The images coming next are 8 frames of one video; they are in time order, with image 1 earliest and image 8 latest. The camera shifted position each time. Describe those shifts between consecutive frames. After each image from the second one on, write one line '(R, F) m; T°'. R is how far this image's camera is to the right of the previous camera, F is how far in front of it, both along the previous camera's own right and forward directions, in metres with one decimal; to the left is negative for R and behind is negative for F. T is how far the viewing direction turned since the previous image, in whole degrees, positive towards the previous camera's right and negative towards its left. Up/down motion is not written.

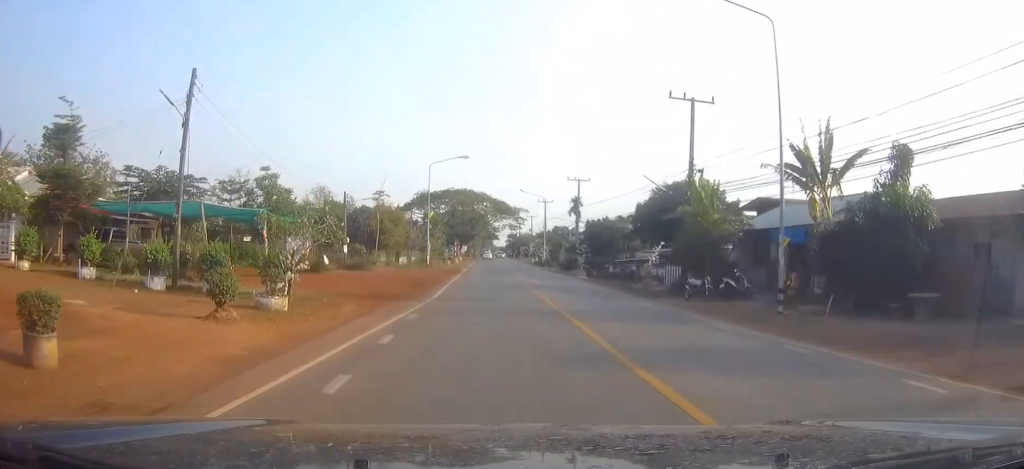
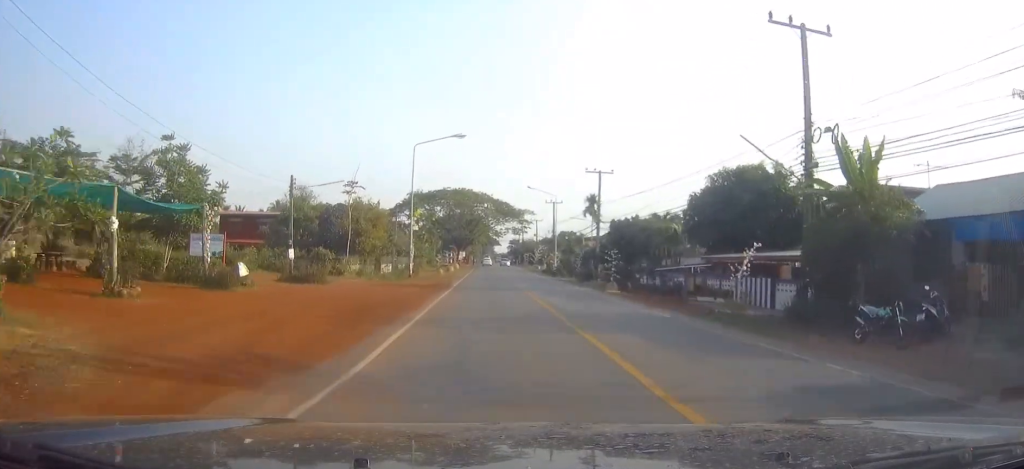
(-0.2, +14.1) m; -1°
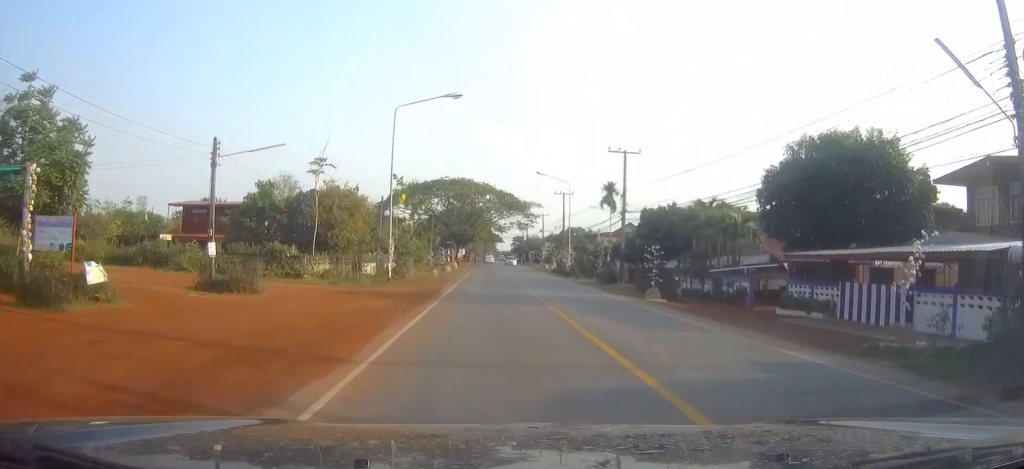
(0.0, +10.9) m; 0°
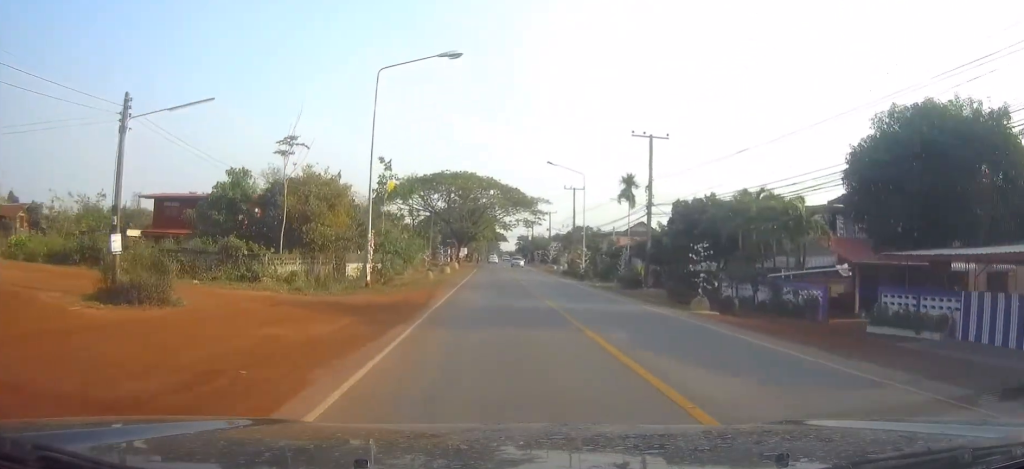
(0.0, +7.1) m; 0°
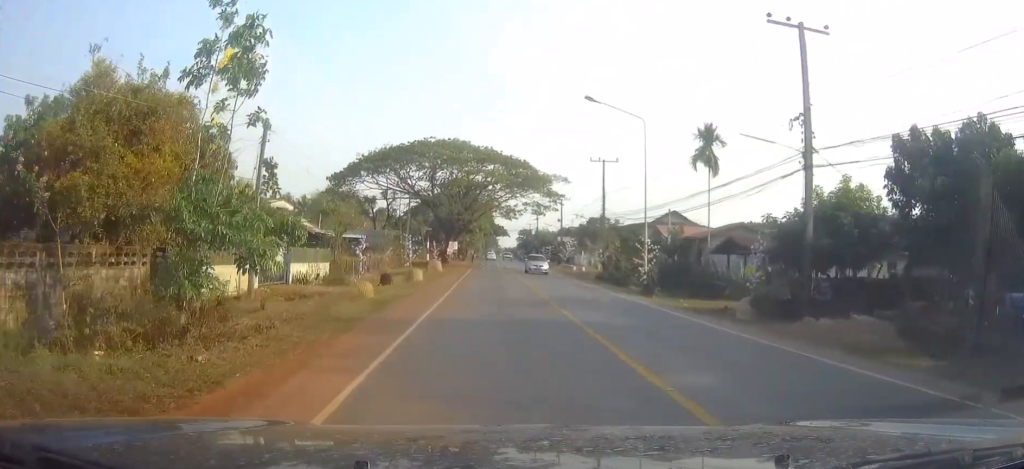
(-0.1, +23.4) m; -1°
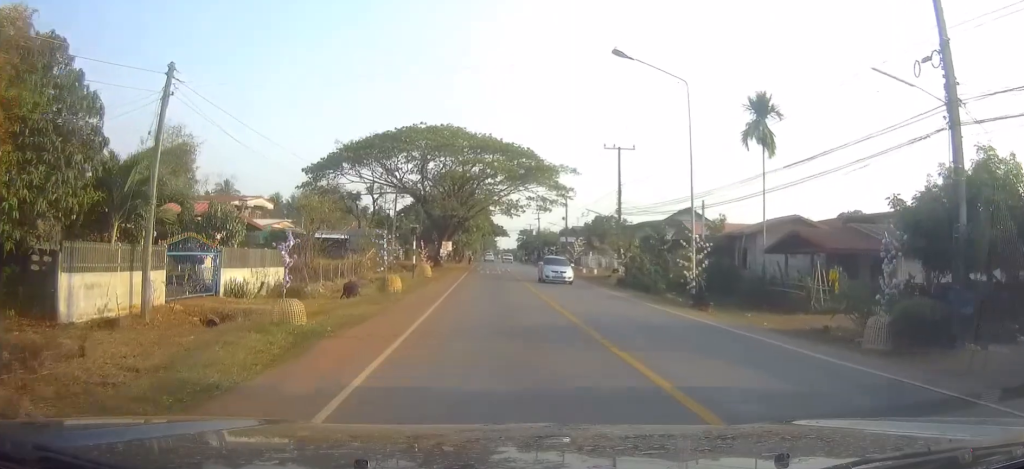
(0.0, +8.6) m; 0°
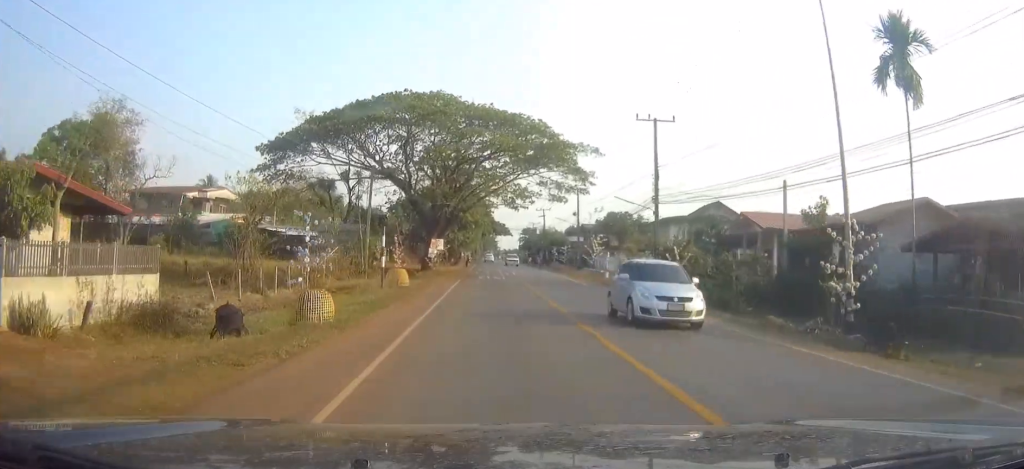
(0.0, +12.1) m; +1°
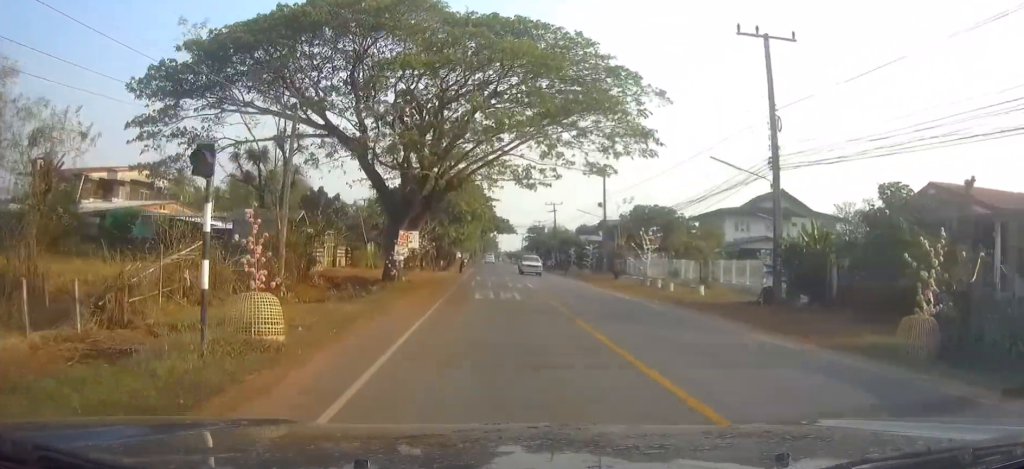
(+0.1, +18.3) m; 0°
